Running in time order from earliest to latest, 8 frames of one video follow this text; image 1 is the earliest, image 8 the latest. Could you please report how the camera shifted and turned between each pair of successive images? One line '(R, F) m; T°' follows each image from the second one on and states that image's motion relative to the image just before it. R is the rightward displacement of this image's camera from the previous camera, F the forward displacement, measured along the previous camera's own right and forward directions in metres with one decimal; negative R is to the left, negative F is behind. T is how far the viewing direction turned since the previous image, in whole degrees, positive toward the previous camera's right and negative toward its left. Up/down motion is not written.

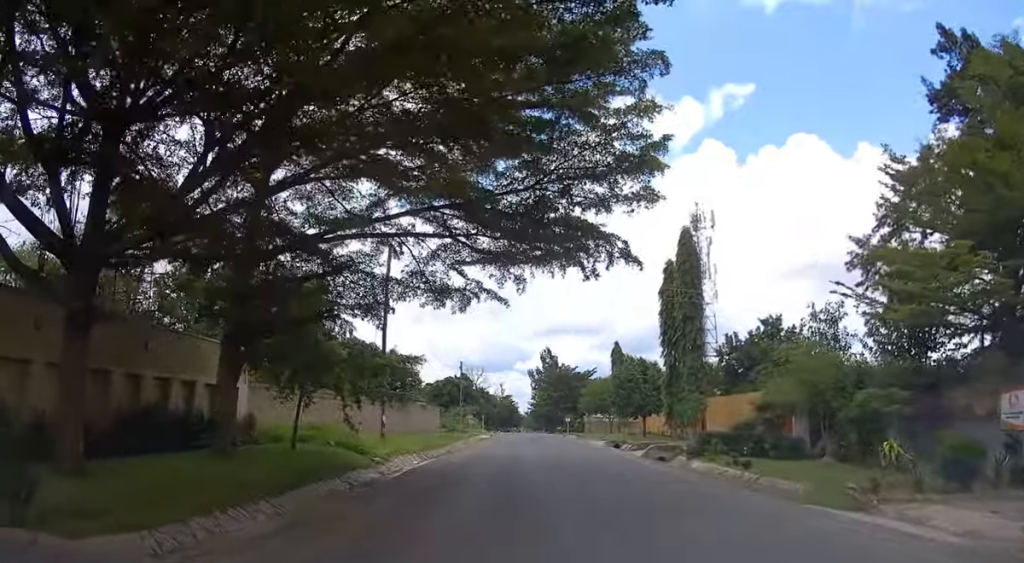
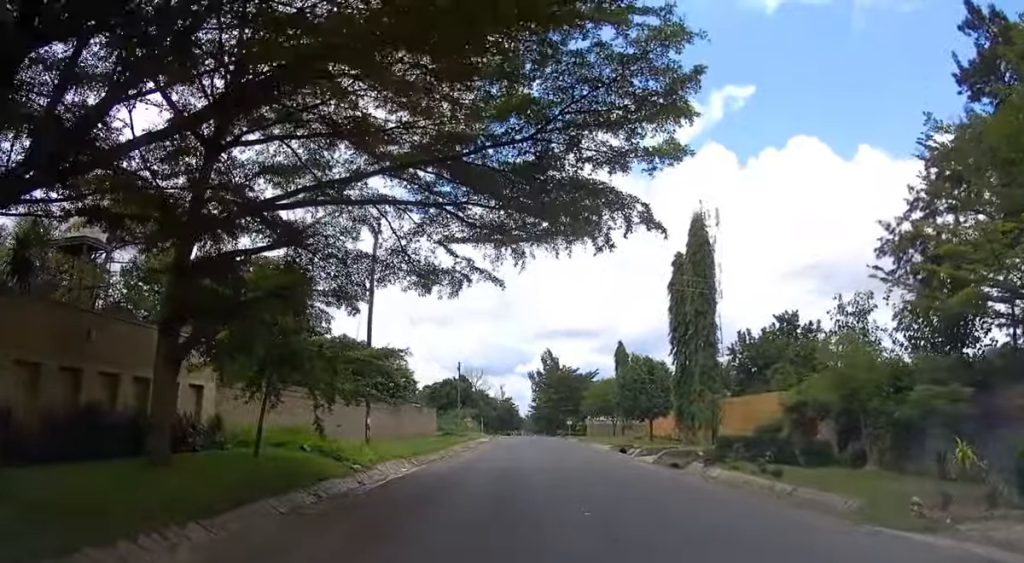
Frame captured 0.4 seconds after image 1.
(0.0, +2.3) m; 0°
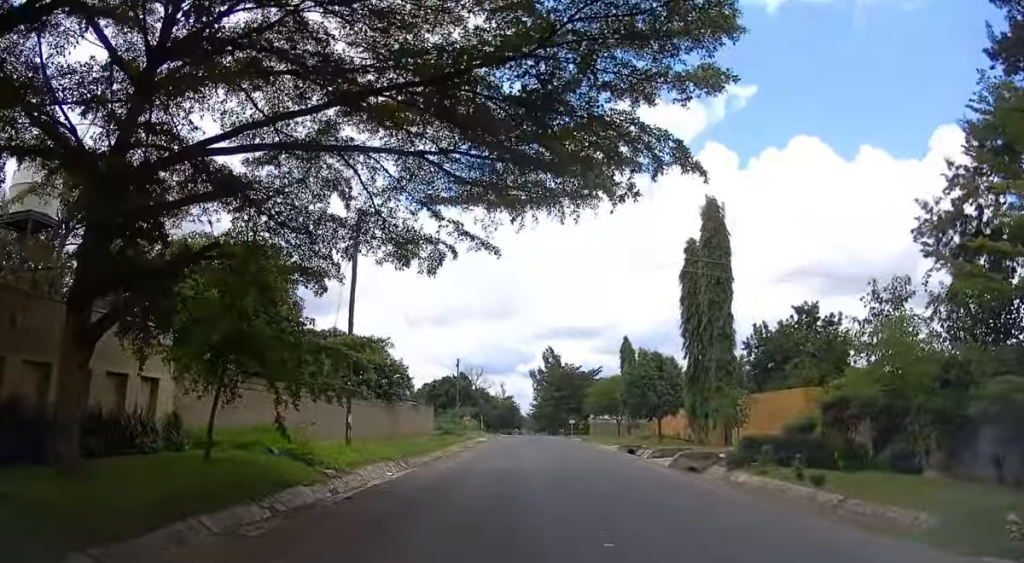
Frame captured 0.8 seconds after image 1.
(0.0, +2.5) m; 0°
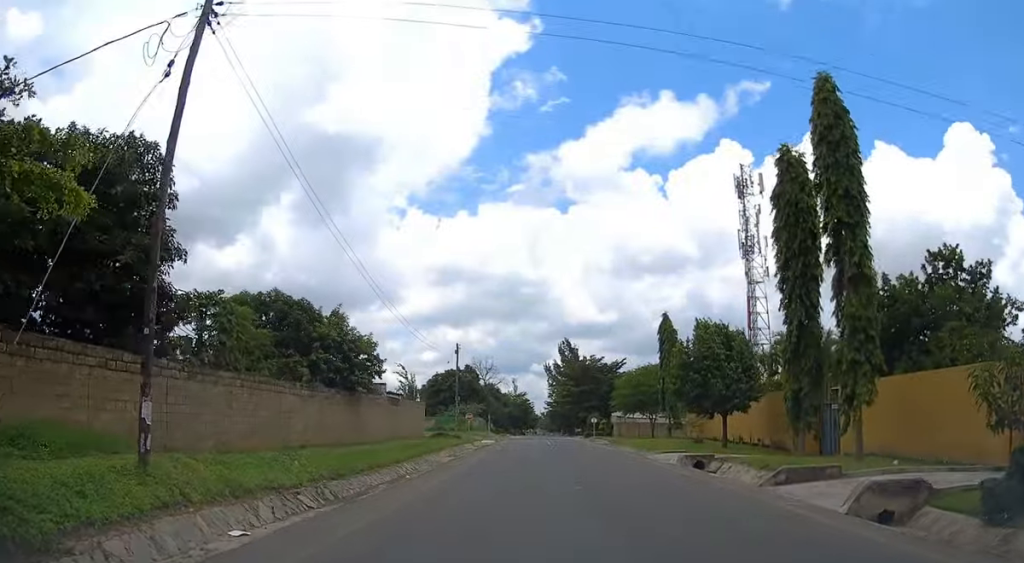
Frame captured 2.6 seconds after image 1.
(-0.1, +11.9) m; -2°
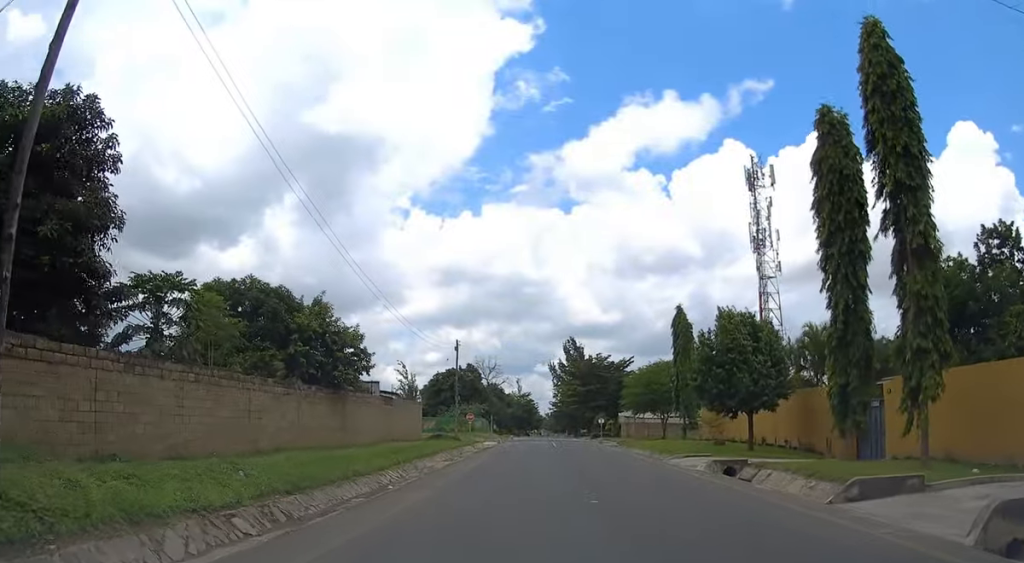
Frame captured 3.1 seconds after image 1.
(0.0, +3.3) m; 0°
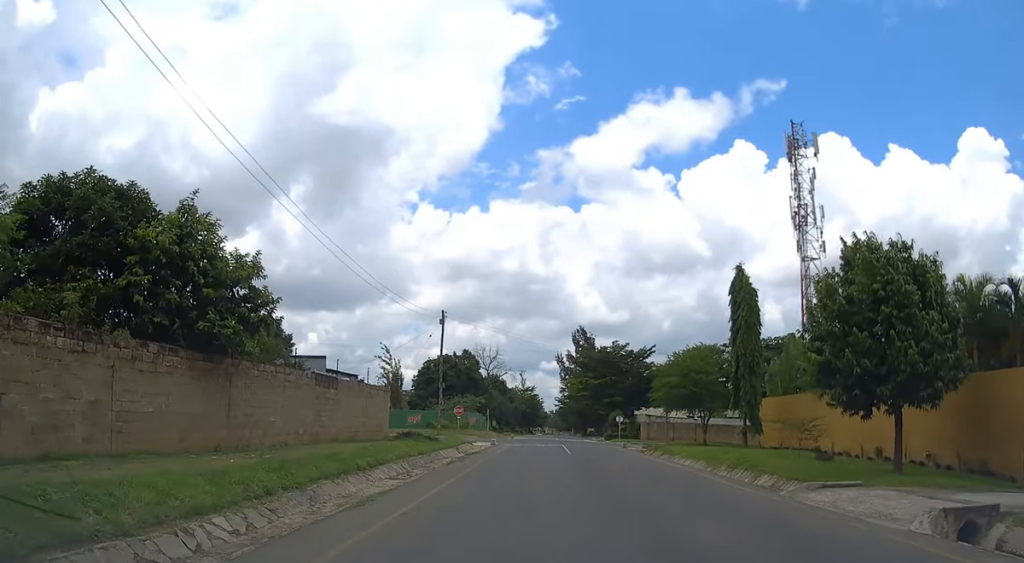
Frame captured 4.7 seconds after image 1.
(-0.1, +11.8) m; -1°
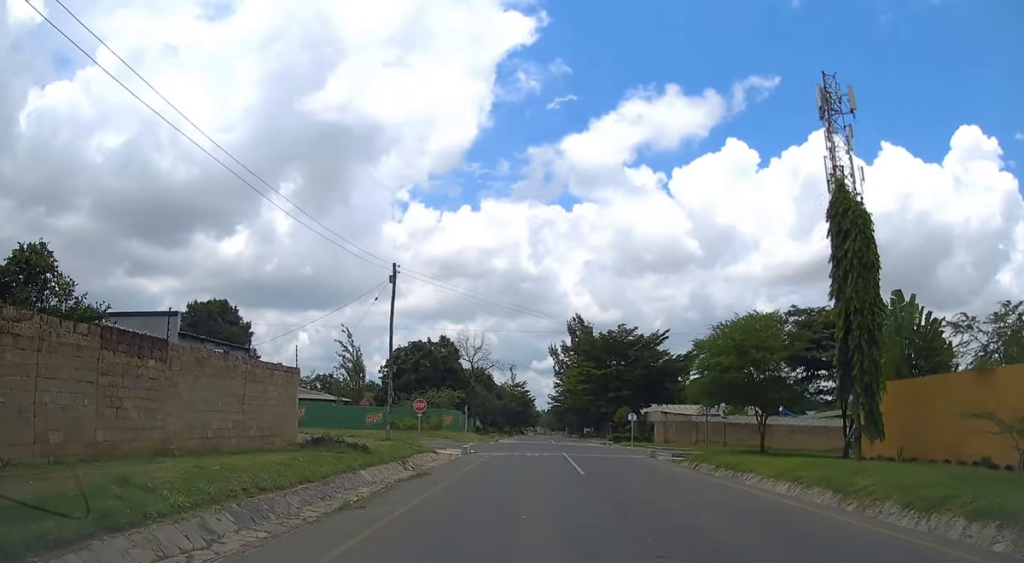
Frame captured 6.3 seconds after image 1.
(+0.2, +12.7) m; +2°
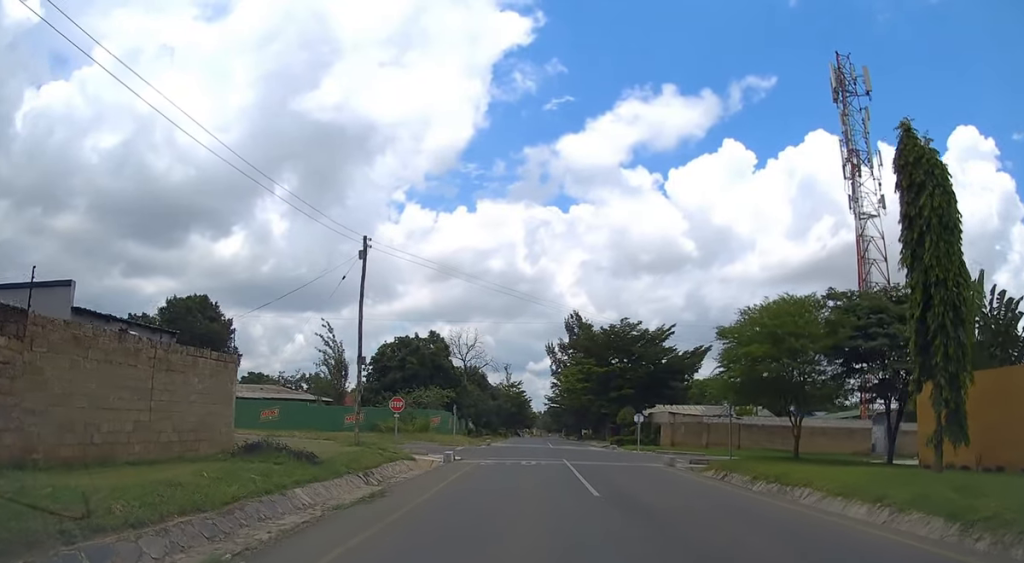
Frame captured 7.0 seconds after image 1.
(0.0, +4.9) m; 0°
